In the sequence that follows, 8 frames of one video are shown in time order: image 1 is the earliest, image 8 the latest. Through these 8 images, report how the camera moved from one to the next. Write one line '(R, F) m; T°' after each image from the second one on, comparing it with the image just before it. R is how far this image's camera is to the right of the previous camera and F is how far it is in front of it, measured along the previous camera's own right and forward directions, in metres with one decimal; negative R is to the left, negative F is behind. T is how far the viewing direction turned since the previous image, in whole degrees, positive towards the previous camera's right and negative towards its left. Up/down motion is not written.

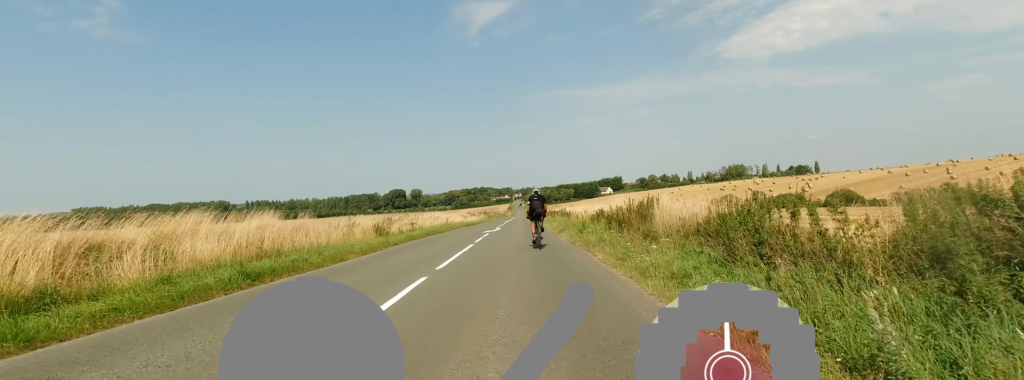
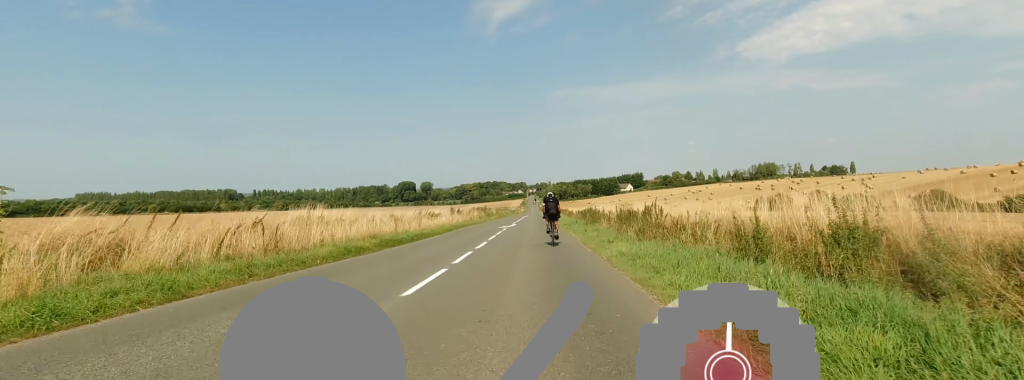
(+0.3, +33.2) m; +2°
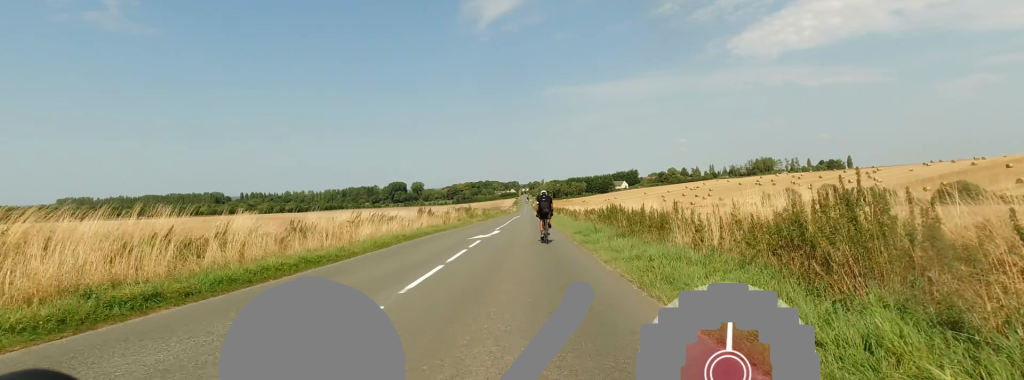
(+0.1, +12.3) m; -2°
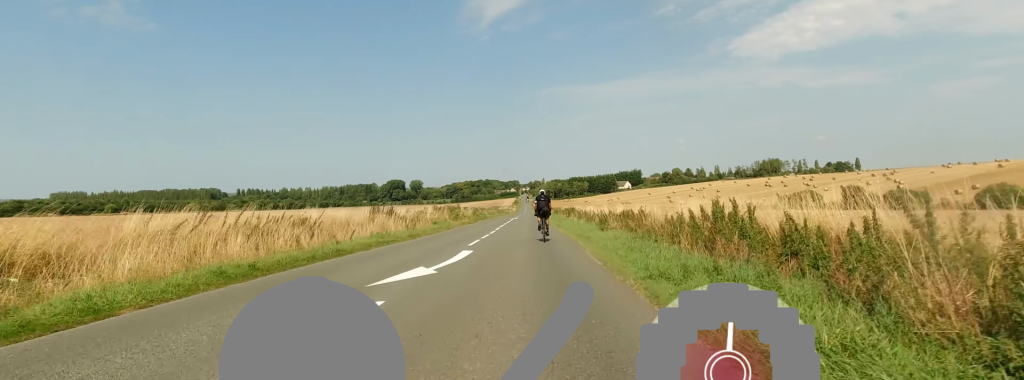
(-0.5, +12.5) m; 0°
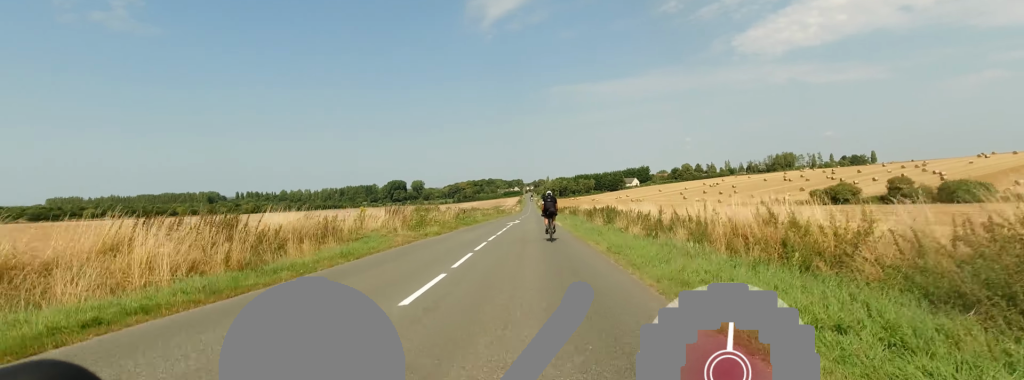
(+0.3, +17.6) m; 0°
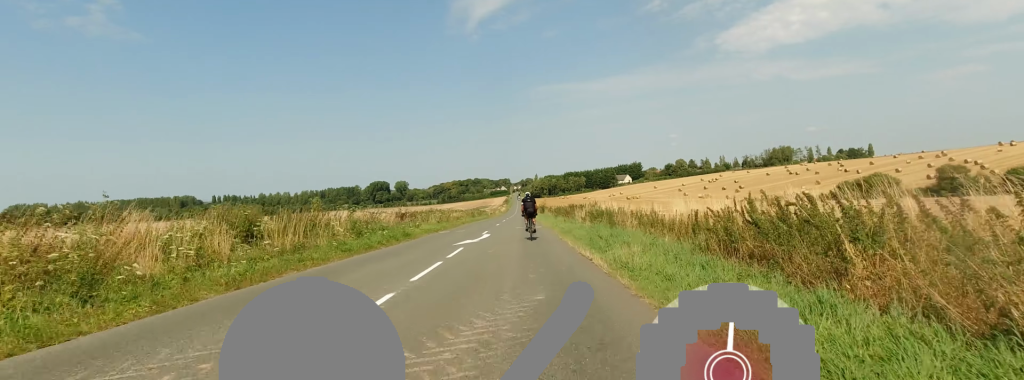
(-0.5, +23.0) m; +3°
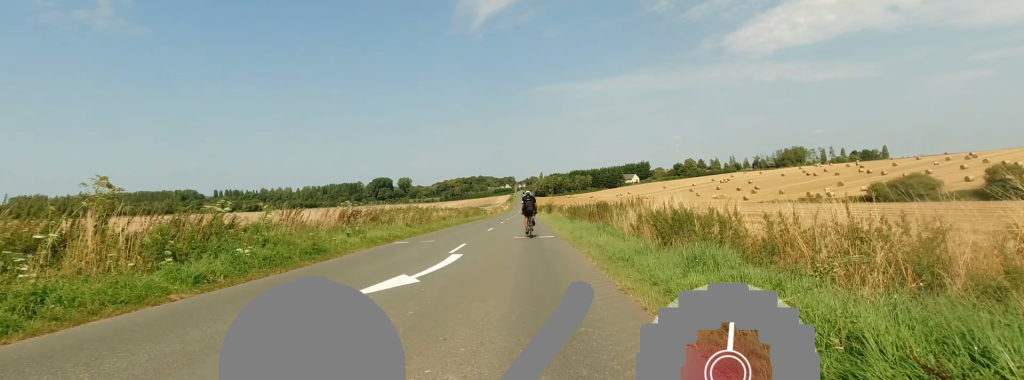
(+1.0, +10.9) m; 0°
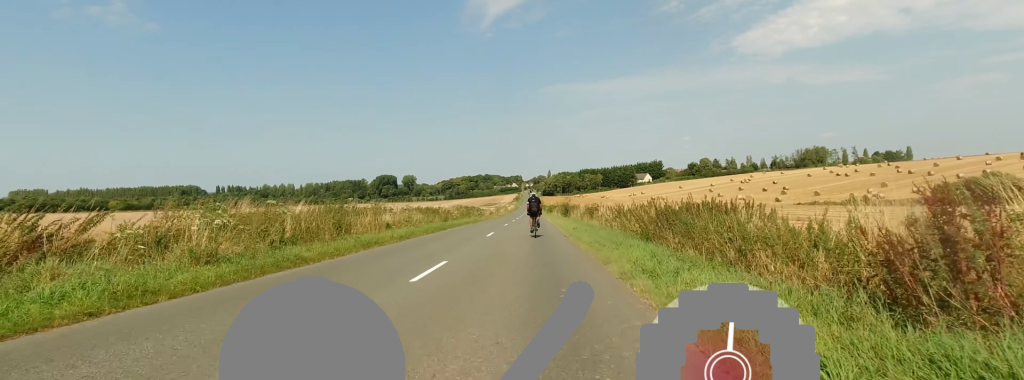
(-0.6, +17.8) m; -2°
